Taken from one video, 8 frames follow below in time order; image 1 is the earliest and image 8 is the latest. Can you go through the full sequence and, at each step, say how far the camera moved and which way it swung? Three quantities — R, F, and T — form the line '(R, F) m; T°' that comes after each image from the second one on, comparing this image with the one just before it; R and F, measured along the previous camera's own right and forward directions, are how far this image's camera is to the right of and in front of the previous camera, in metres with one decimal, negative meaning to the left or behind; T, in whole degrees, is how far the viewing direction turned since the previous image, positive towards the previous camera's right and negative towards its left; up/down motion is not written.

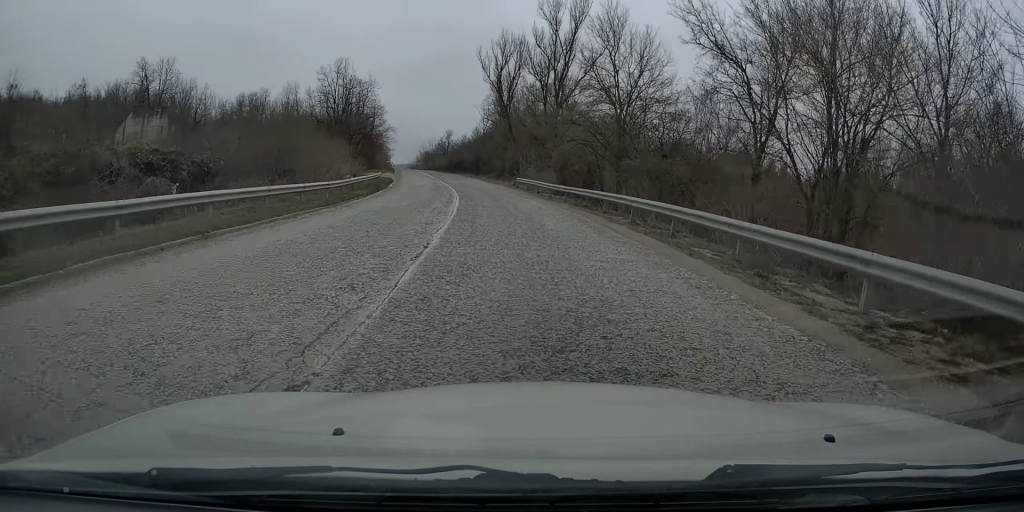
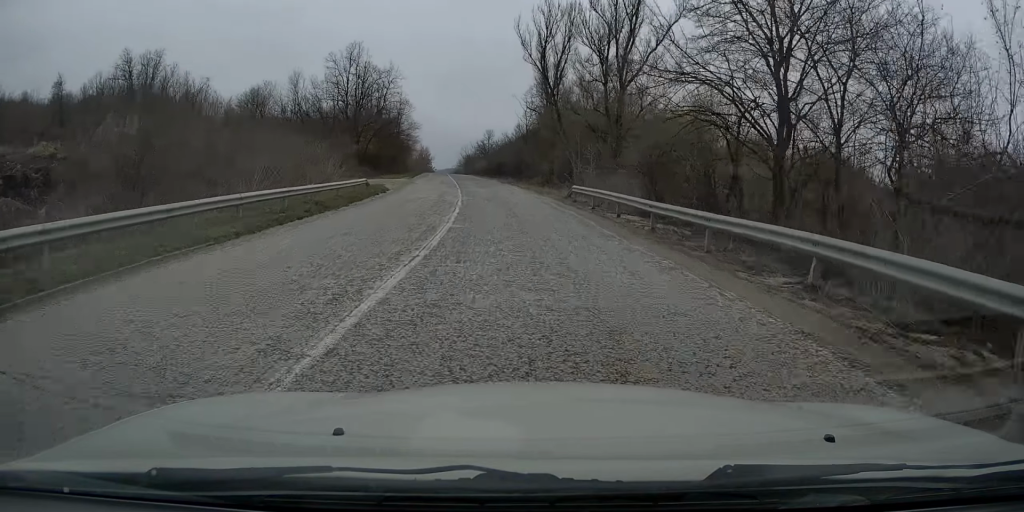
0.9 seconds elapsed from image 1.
(-0.5, +17.7) m; -3°
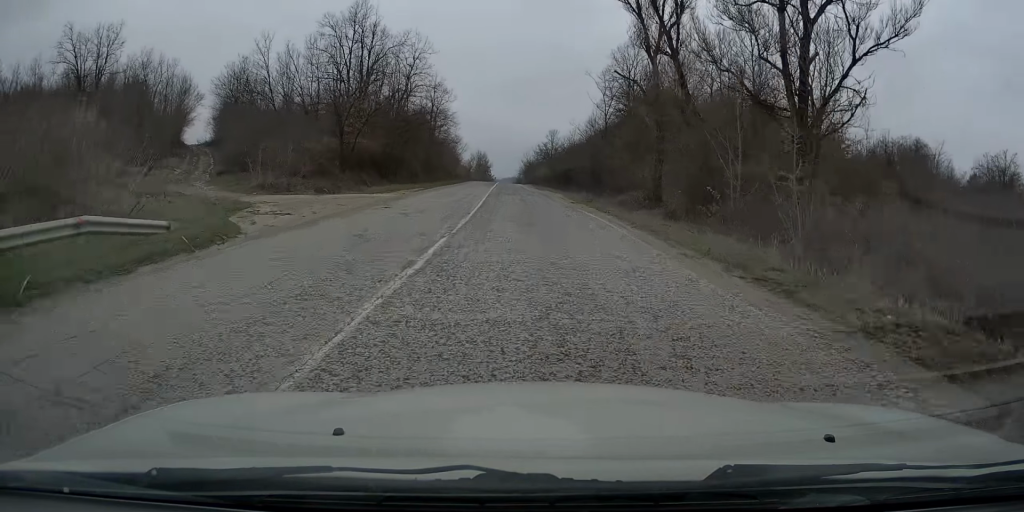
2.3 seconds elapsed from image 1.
(-0.9, +26.5) m; -6°
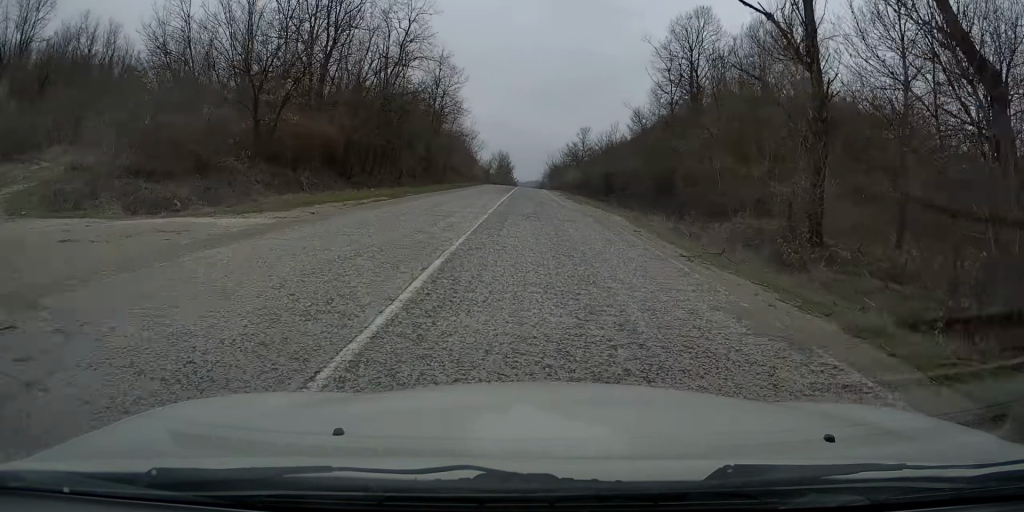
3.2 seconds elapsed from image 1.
(-1.0, +17.9) m; -4°
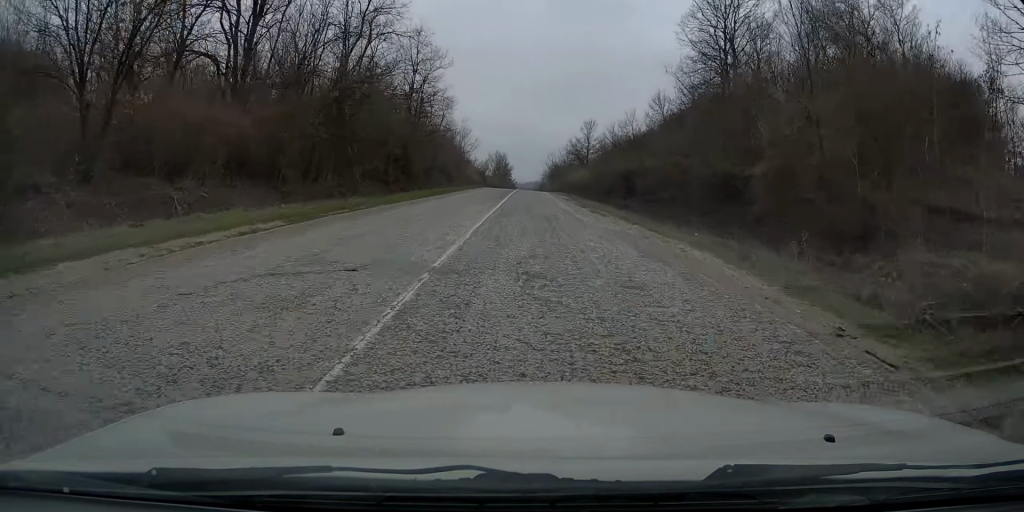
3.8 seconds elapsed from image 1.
(-0.3, +11.5) m; -1°
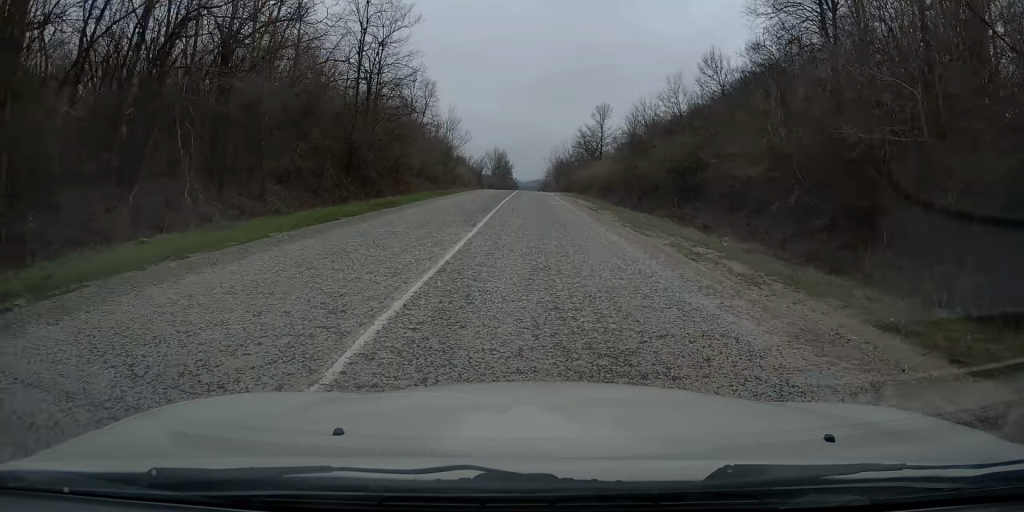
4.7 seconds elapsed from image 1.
(-0.2, +16.6) m; -1°
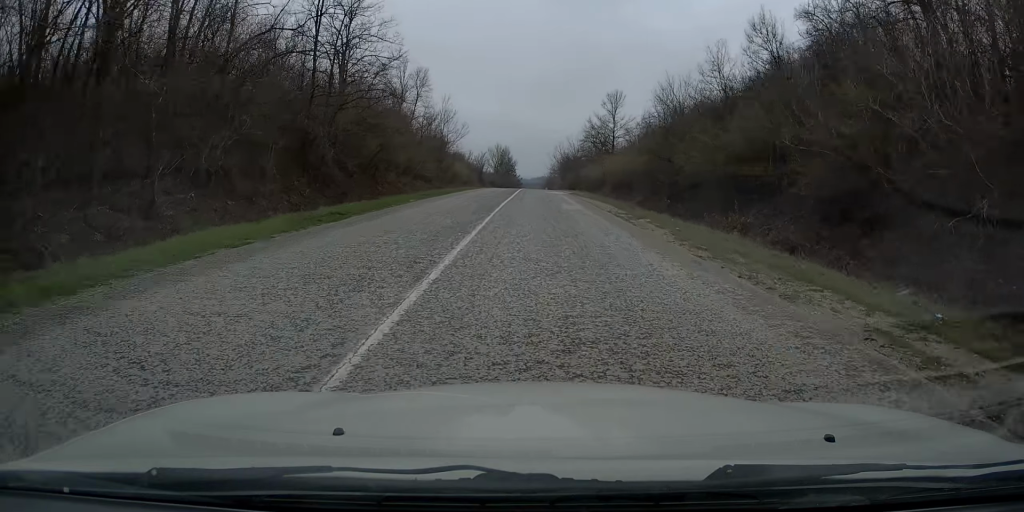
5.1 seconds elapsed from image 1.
(0.0, +8.3) m; 0°
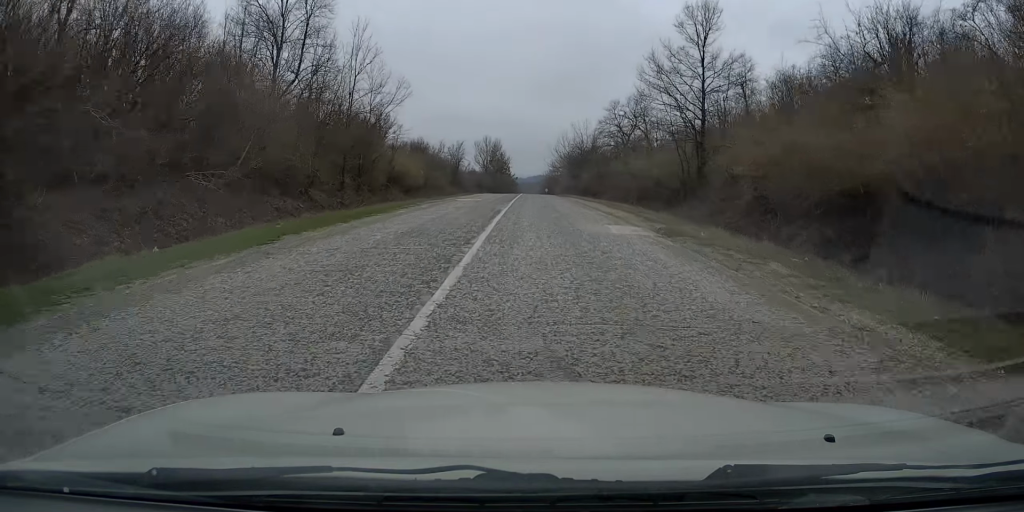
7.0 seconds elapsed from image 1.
(-0.2, +36.6) m; 0°
